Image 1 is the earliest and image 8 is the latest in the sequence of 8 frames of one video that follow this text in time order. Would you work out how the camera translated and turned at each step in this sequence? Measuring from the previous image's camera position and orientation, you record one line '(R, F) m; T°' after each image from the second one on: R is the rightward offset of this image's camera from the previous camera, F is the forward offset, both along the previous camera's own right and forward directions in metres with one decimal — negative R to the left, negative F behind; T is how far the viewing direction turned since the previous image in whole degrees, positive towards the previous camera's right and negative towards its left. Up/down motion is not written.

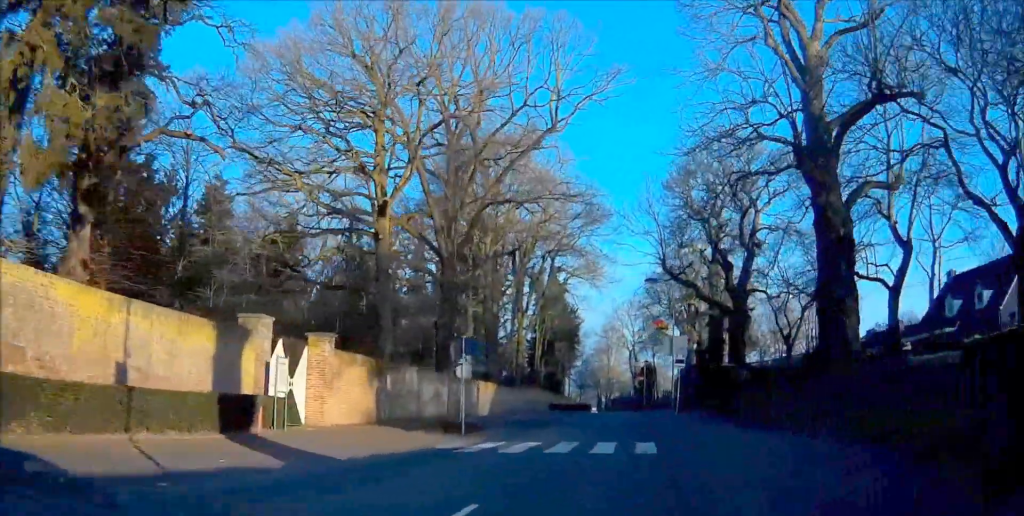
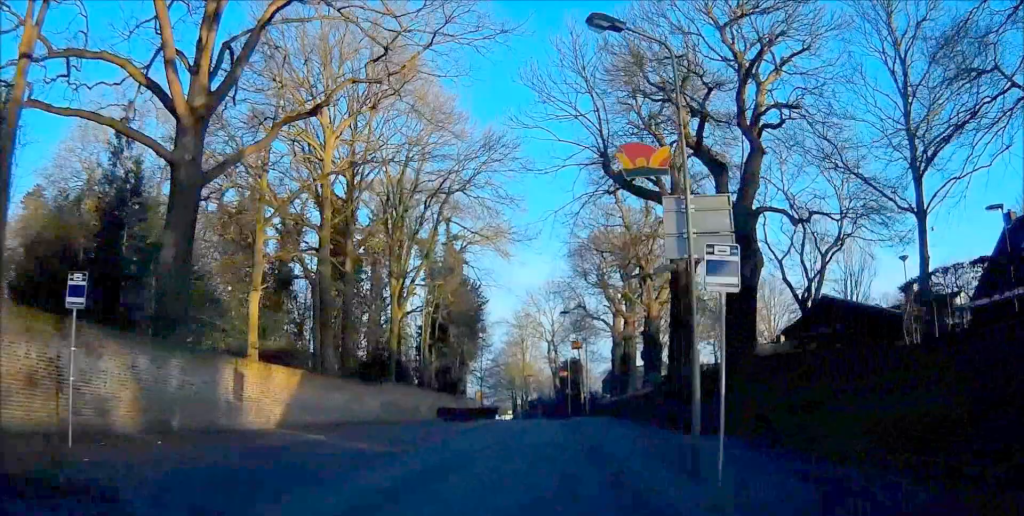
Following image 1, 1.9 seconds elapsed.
(+0.9, +24.7) m; +3°
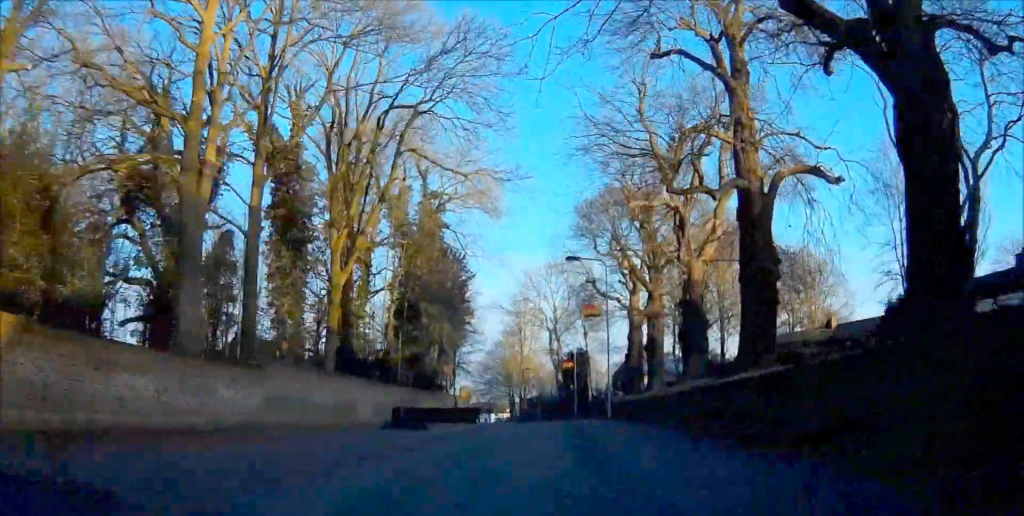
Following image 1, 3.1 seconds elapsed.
(+0.1, +16.1) m; +1°
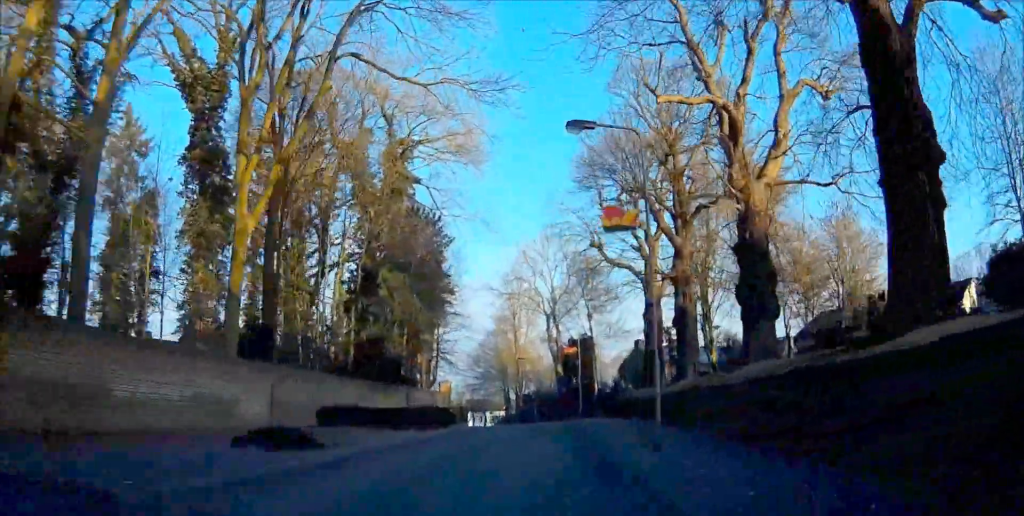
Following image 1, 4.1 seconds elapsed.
(+0.1, +12.9) m; 0°
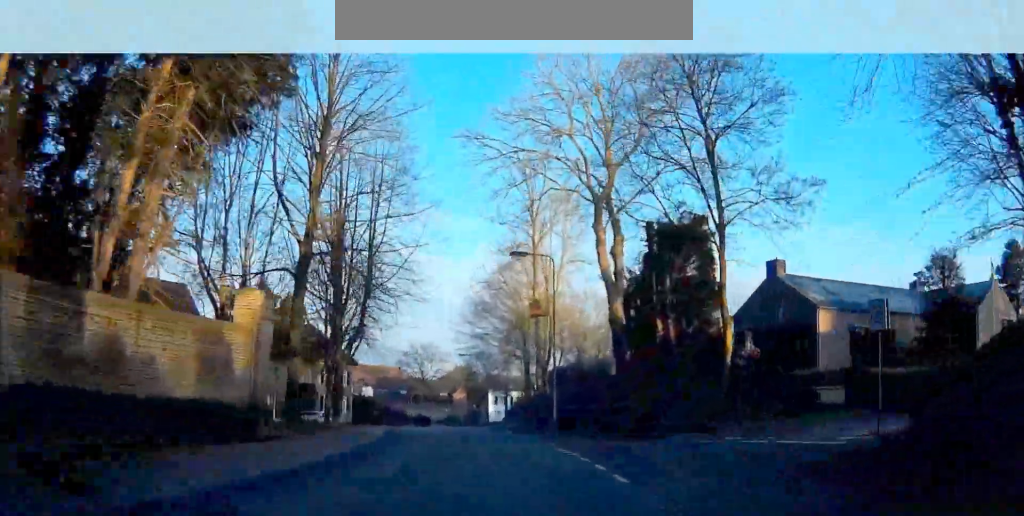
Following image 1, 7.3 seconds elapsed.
(-1.3, +45.6) m; -6°
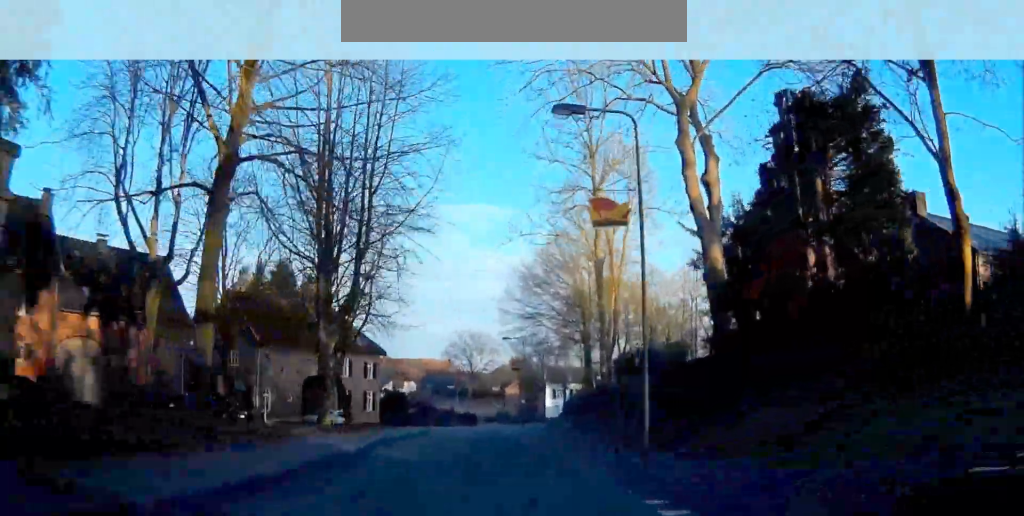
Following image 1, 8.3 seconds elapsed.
(-0.4, +12.9) m; -3°
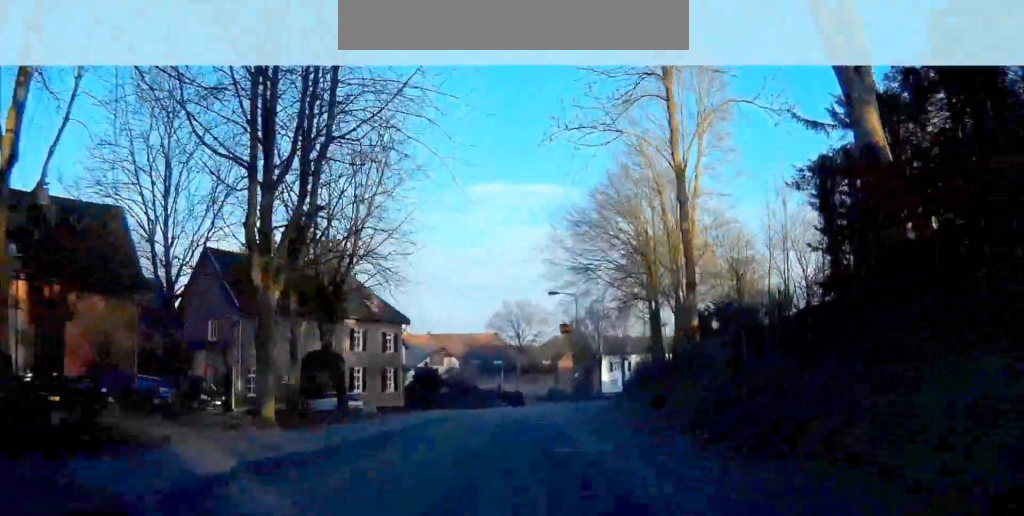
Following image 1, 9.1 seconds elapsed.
(-0.3, +11.8) m; -1°
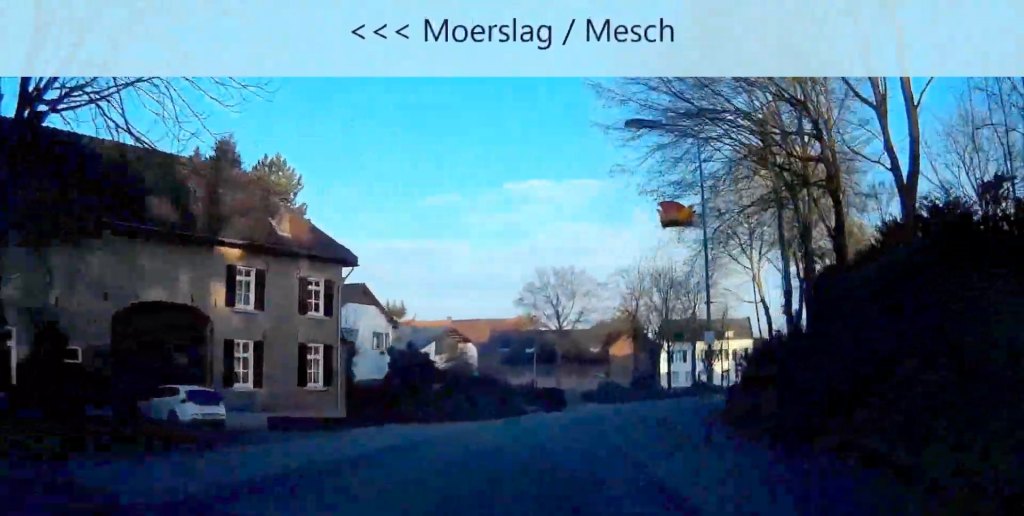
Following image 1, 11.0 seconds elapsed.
(-0.4, +25.0) m; +3°
